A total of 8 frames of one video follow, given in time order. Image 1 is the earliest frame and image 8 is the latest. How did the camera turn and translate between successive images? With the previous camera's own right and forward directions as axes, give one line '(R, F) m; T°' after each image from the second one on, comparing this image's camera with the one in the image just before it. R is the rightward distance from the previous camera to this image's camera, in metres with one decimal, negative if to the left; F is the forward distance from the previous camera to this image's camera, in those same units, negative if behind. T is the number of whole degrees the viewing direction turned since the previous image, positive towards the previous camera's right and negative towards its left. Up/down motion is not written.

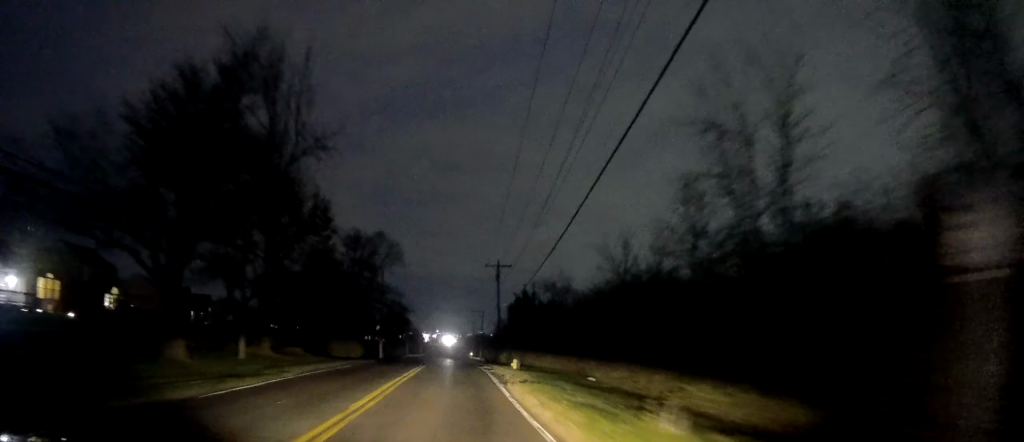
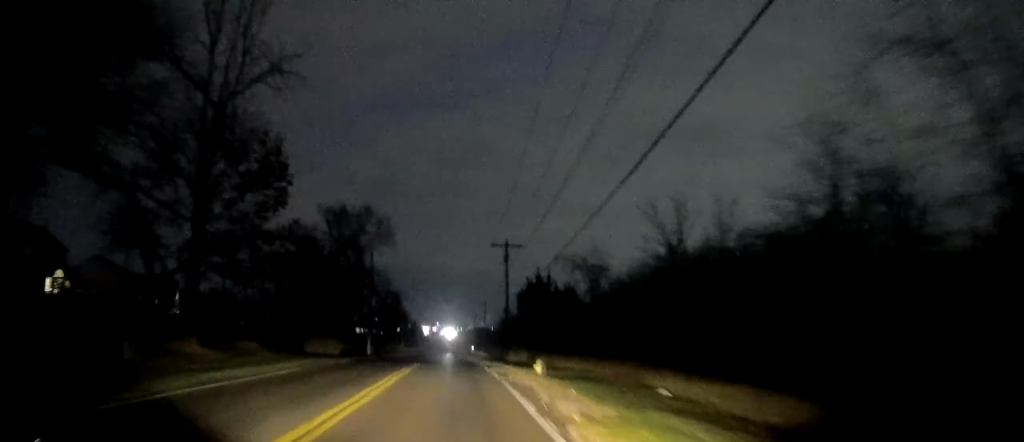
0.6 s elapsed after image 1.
(+0.3, +10.8) m; +1°
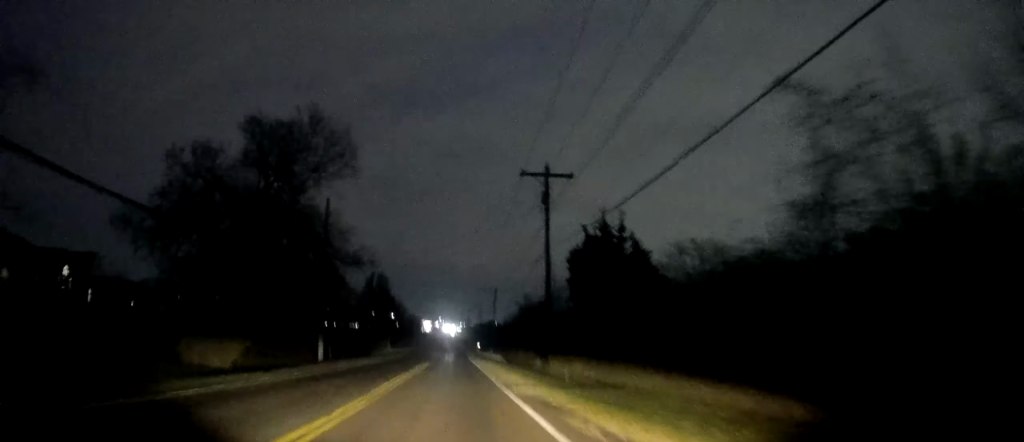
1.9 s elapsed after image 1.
(+0.1, +23.4) m; -1°
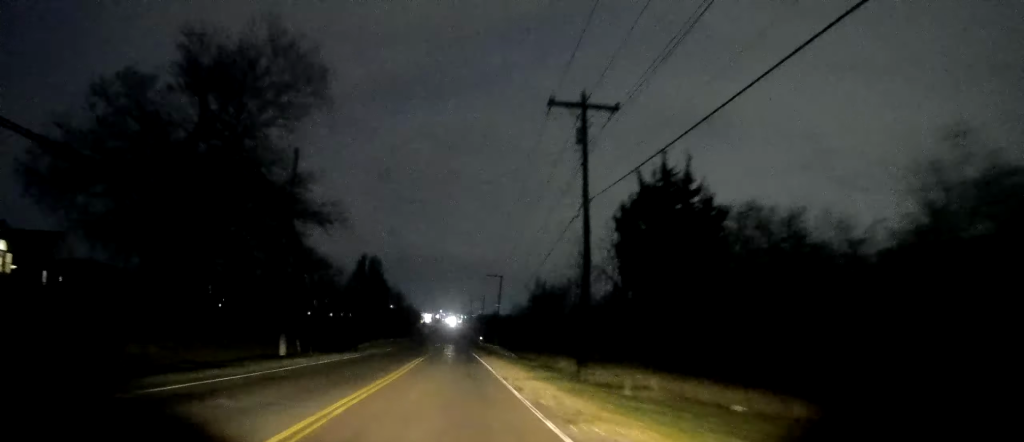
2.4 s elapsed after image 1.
(-0.1, +9.1) m; 0°
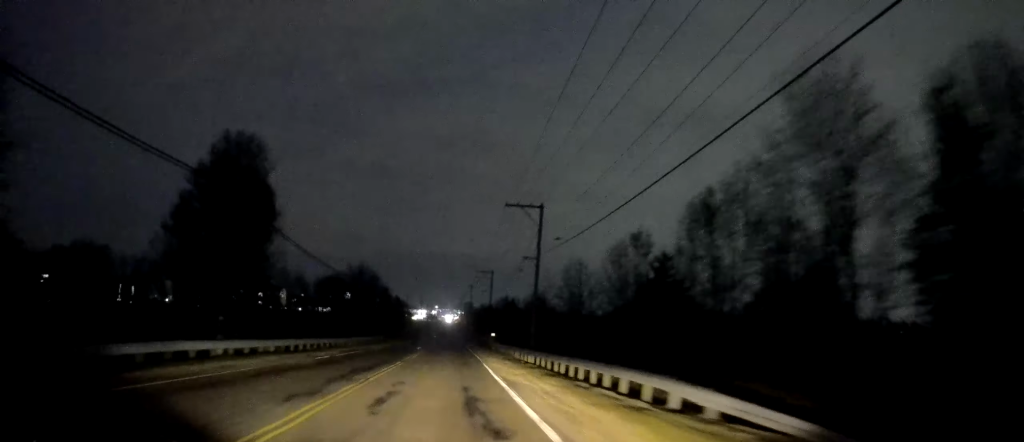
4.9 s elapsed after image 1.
(+0.7, +47.6) m; 0°
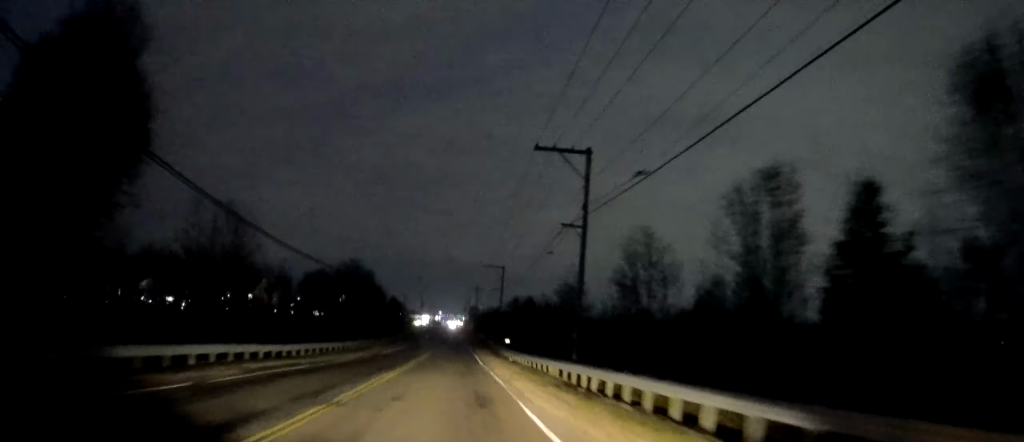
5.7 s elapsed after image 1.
(0.0, +15.5) m; 0°
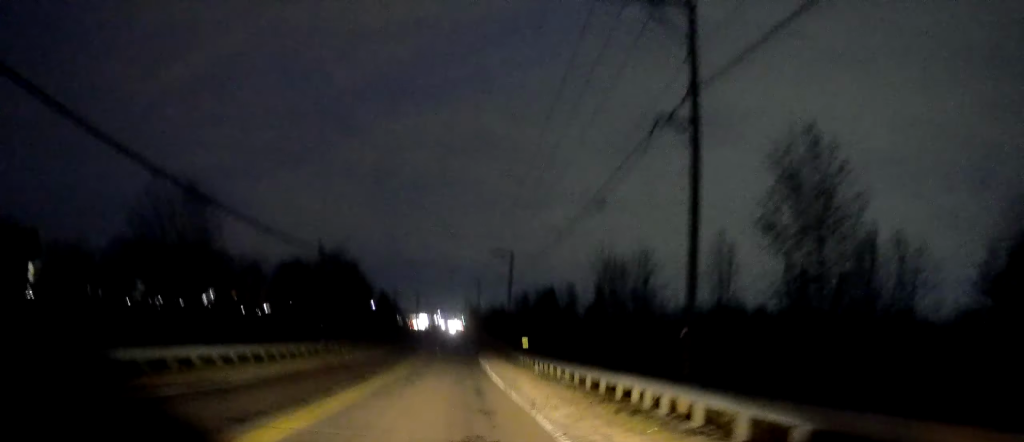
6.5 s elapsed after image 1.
(0.0, +14.9) m; +1°
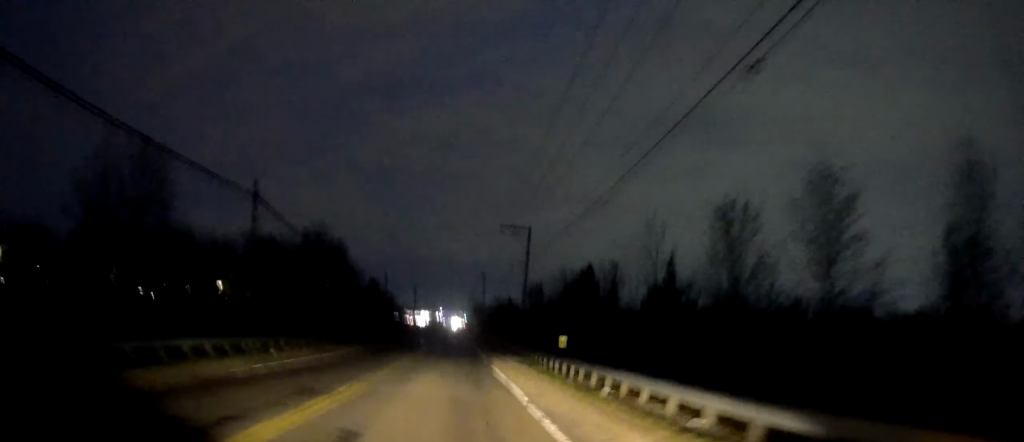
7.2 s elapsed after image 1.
(-0.1, +14.2) m; +1°
